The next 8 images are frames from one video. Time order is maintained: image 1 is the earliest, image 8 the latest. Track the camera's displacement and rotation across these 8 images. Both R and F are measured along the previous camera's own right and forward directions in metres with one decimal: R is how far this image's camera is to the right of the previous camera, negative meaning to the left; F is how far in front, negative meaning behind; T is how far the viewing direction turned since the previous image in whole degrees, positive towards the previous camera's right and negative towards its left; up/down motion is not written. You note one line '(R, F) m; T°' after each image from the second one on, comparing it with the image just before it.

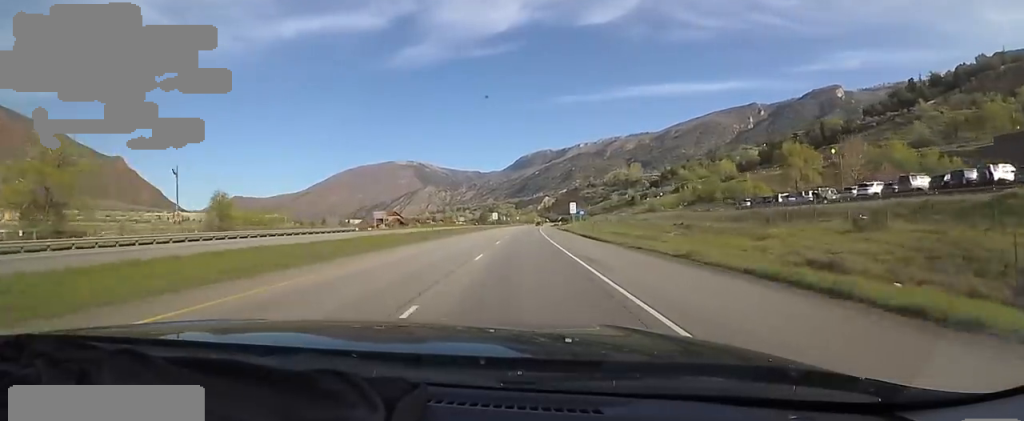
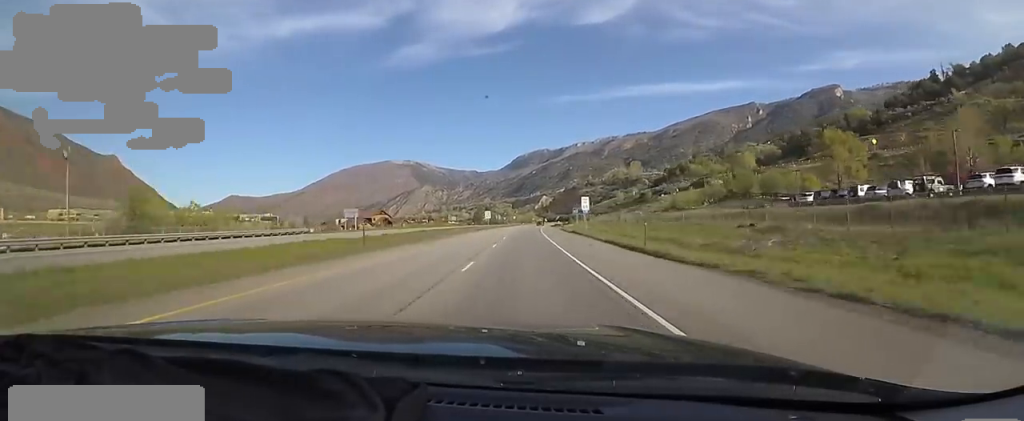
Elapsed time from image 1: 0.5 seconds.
(+0.1, +16.3) m; 0°
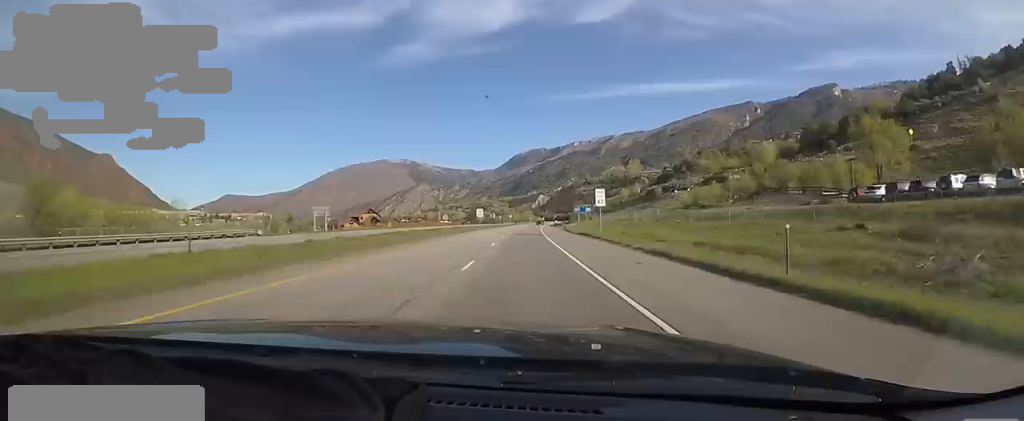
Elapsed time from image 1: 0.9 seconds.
(+0.1, +12.2) m; 0°
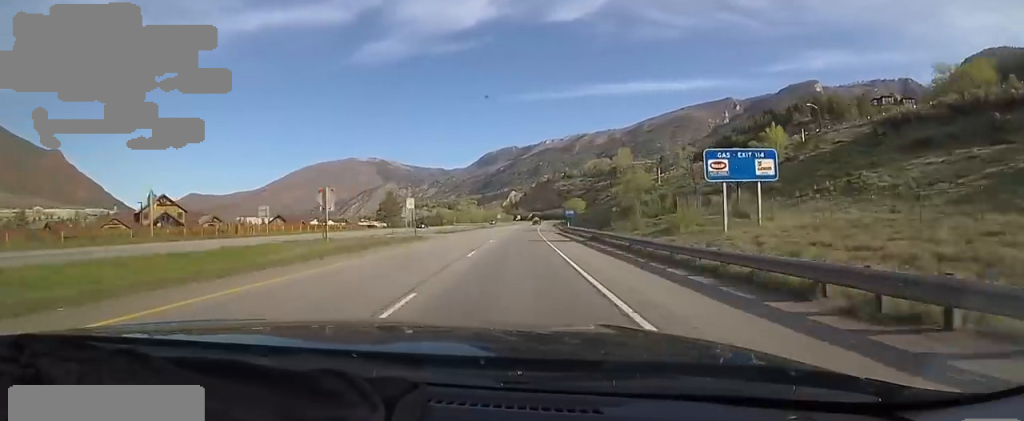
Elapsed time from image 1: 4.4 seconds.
(-0.1, +105.9) m; +2°
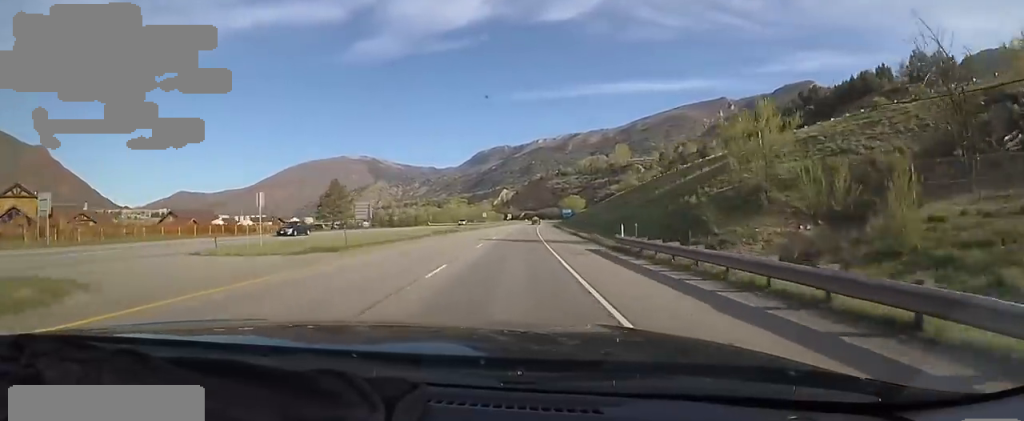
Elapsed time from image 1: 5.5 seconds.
(-0.1, +31.1) m; +2°
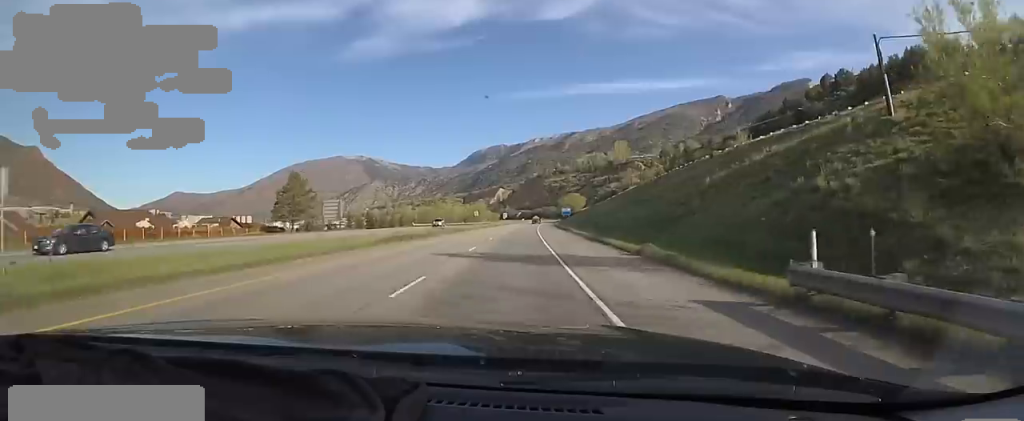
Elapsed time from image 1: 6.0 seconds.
(0.0, +15.0) m; +2°
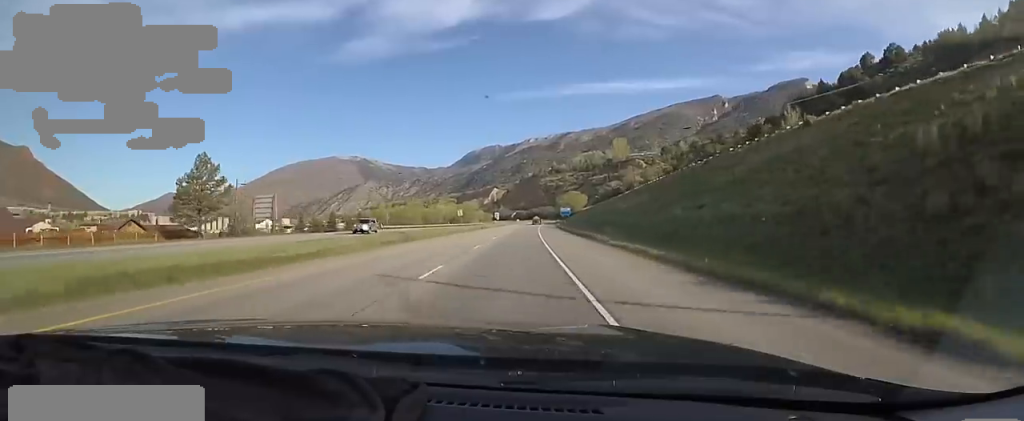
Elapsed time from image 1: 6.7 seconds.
(+0.7, +21.9) m; -1°
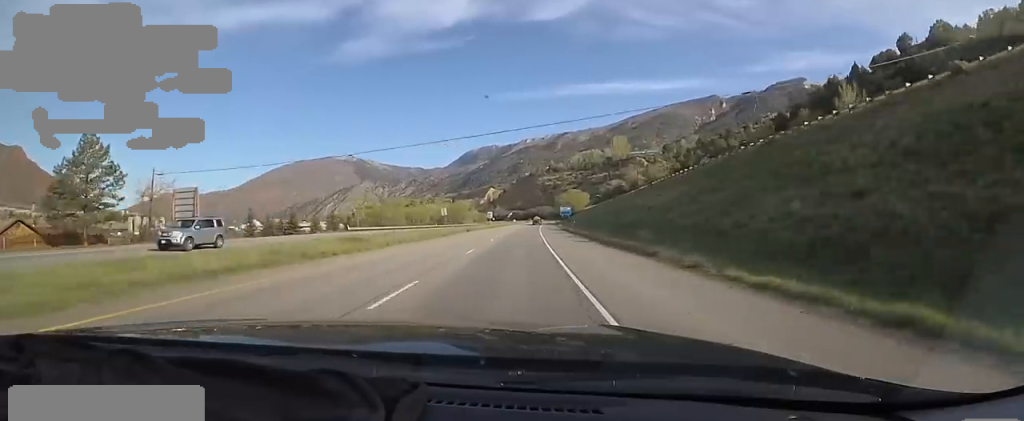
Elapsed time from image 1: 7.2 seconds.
(-0.1, +15.9) m; 0°
